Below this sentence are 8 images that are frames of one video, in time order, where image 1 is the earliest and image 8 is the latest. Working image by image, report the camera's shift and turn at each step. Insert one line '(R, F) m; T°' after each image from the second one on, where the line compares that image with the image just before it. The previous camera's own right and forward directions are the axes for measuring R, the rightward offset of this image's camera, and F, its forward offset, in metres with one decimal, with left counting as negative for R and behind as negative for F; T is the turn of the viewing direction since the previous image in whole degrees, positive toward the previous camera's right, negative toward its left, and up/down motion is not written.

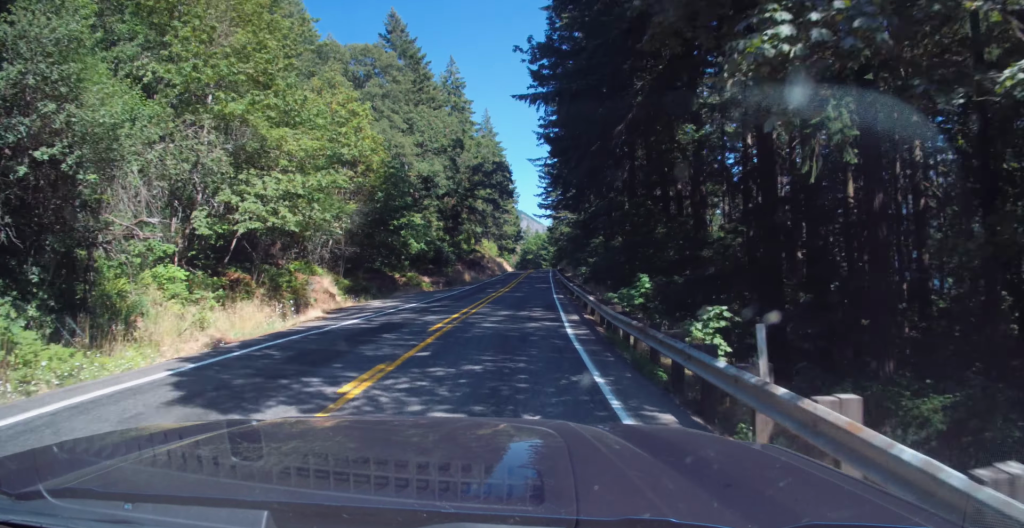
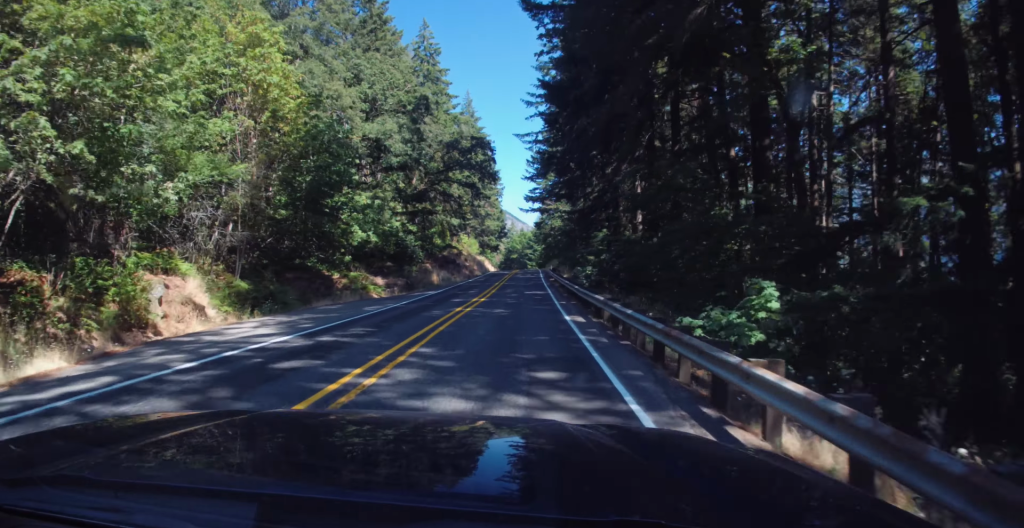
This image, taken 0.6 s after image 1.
(+0.2, +17.2) m; +1°
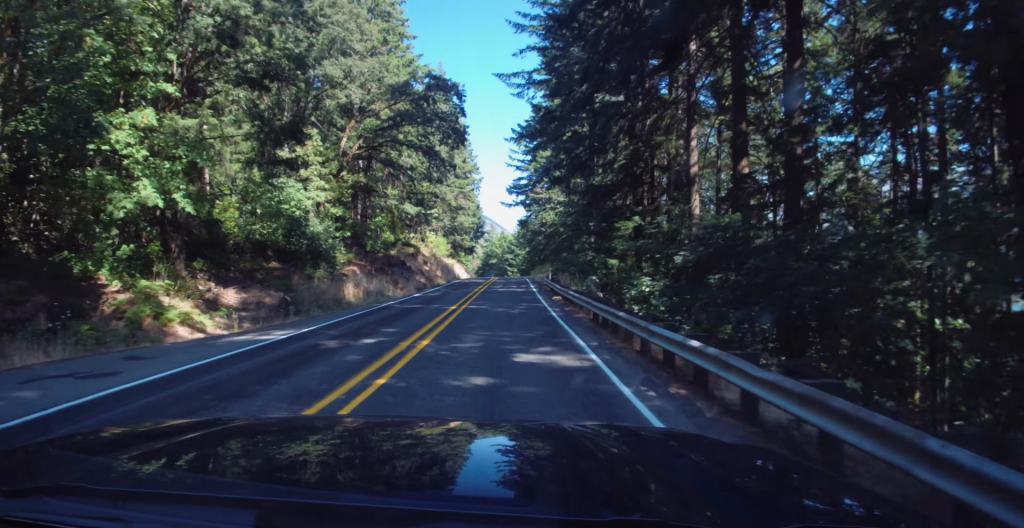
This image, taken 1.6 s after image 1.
(+0.5, +25.7) m; +2°
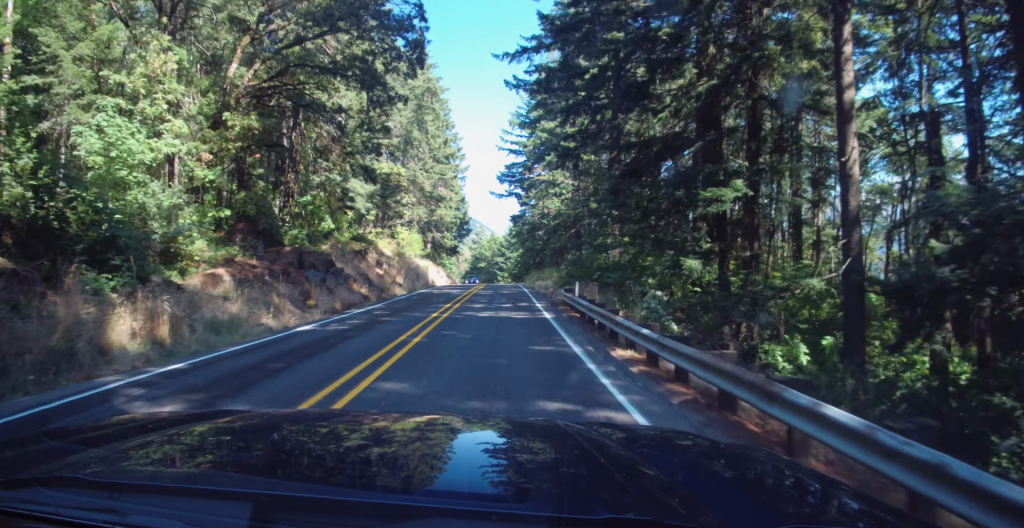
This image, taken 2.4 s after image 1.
(+0.5, +21.0) m; -1°
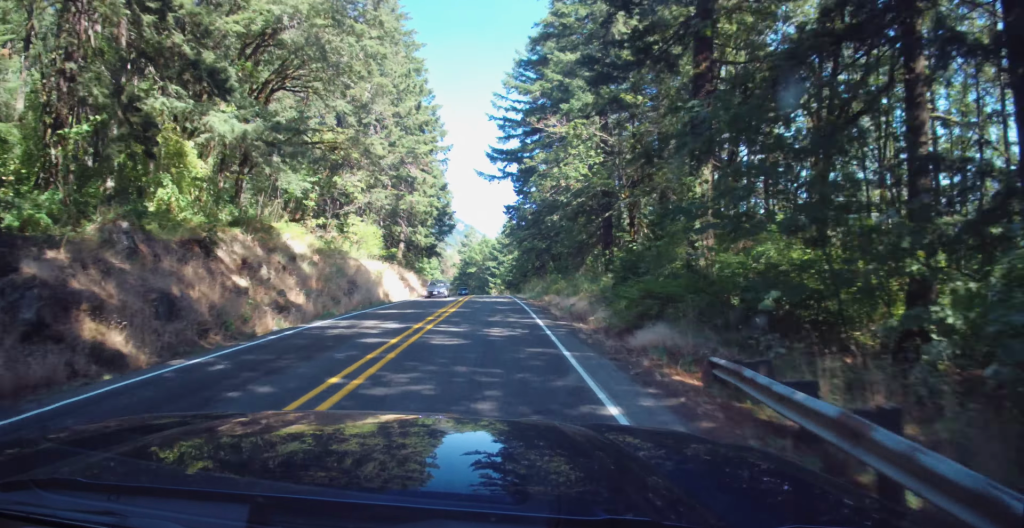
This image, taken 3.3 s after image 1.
(-0.8, +23.8) m; 0°
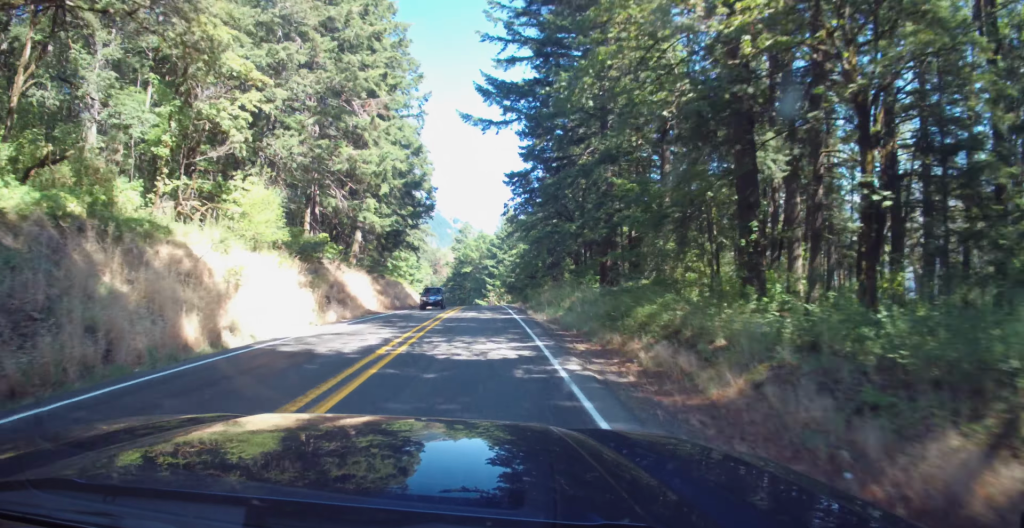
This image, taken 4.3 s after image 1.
(+0.7, +28.4) m; +2°
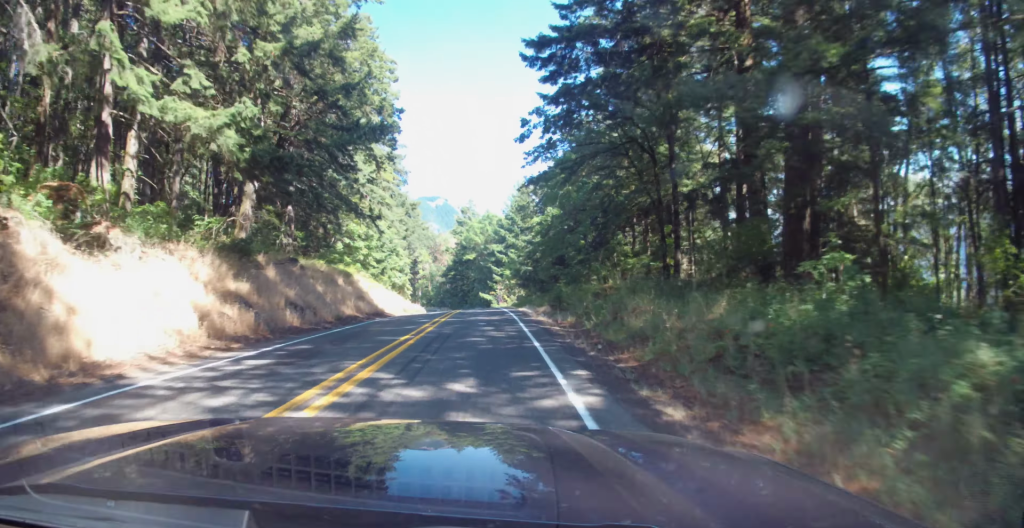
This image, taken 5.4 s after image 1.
(+0.2, +30.8) m; 0°
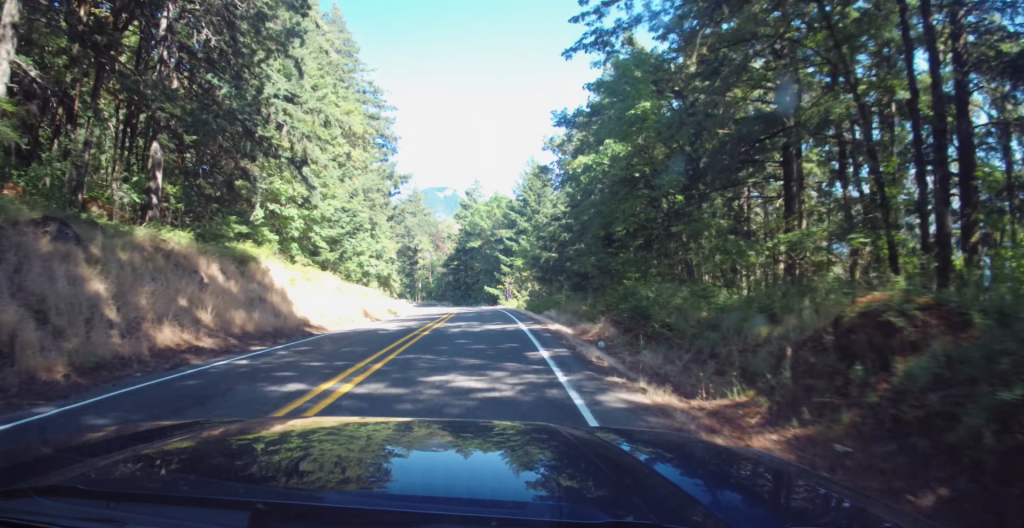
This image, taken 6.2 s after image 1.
(-0.1, +21.2) m; 0°
